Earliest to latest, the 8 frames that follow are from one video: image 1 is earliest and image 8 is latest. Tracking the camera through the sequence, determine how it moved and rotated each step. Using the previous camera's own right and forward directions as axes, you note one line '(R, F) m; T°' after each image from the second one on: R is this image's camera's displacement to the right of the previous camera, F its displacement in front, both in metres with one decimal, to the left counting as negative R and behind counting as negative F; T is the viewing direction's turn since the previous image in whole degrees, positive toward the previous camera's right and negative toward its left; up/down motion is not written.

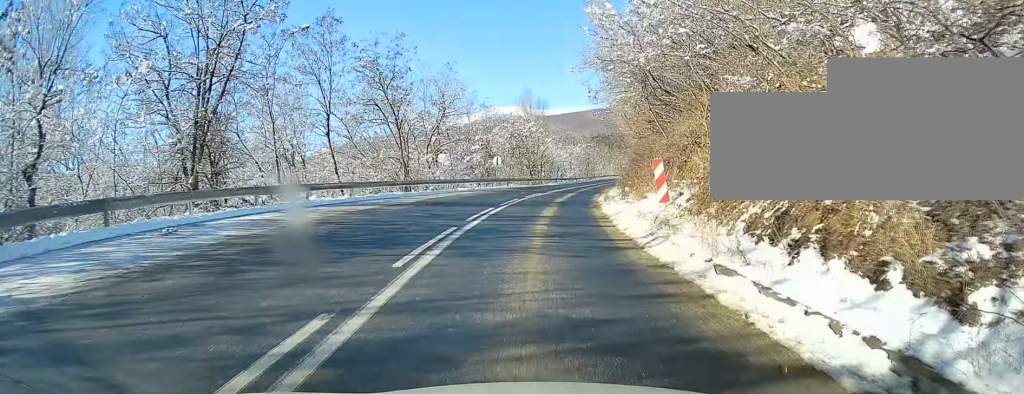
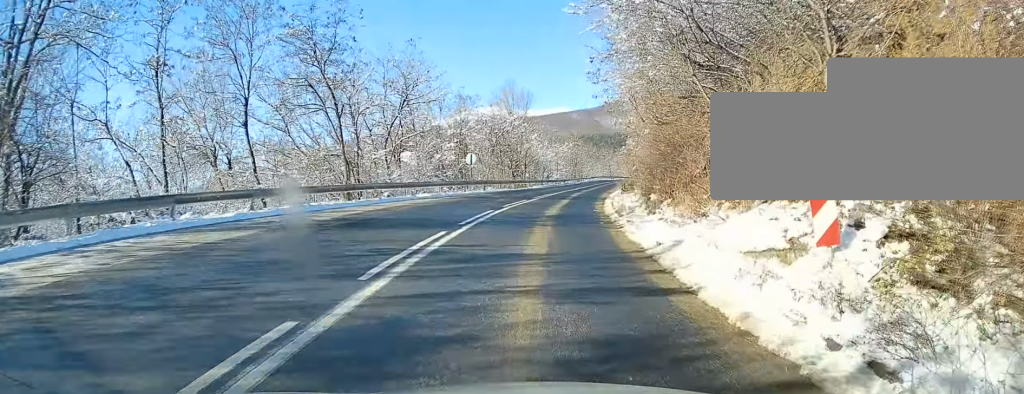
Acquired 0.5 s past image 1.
(+0.2, +9.2) m; +2°
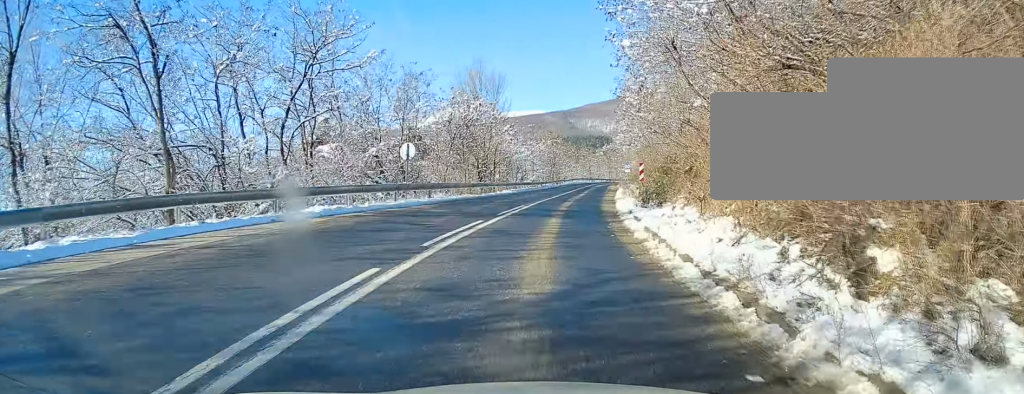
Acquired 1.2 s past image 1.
(+0.4, +13.5) m; +2°
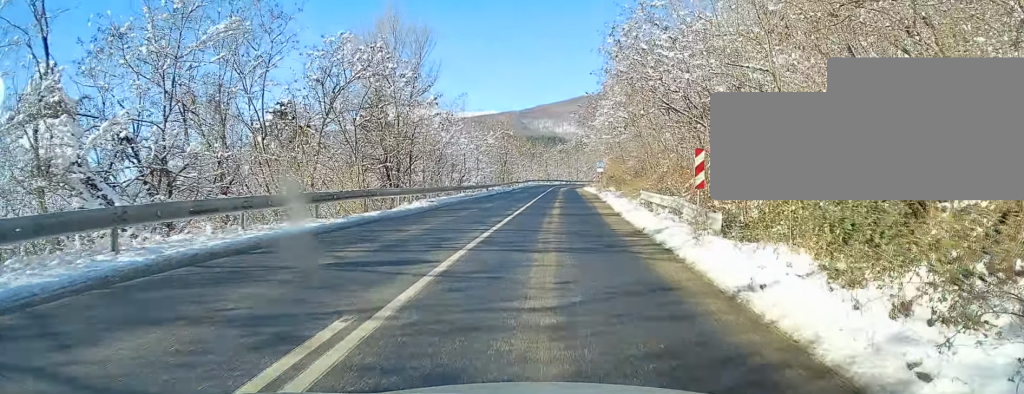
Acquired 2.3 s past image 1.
(+0.2, +20.3) m; +3°
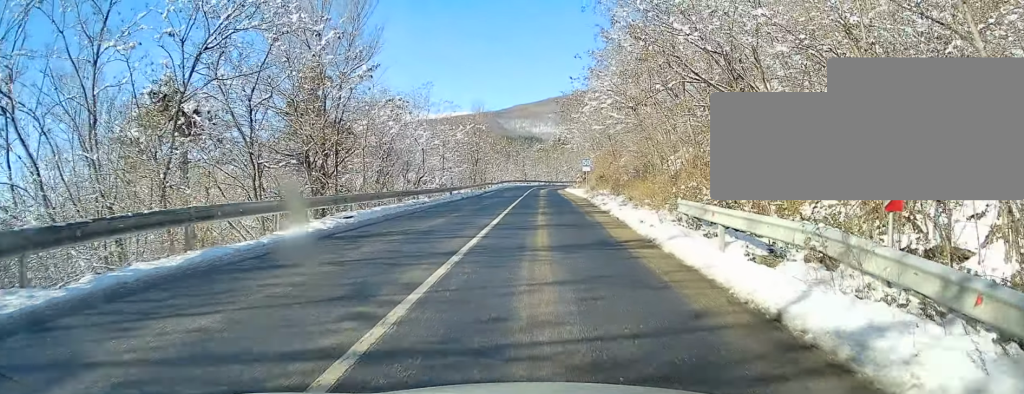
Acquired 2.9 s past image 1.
(+0.4, +9.9) m; +2°
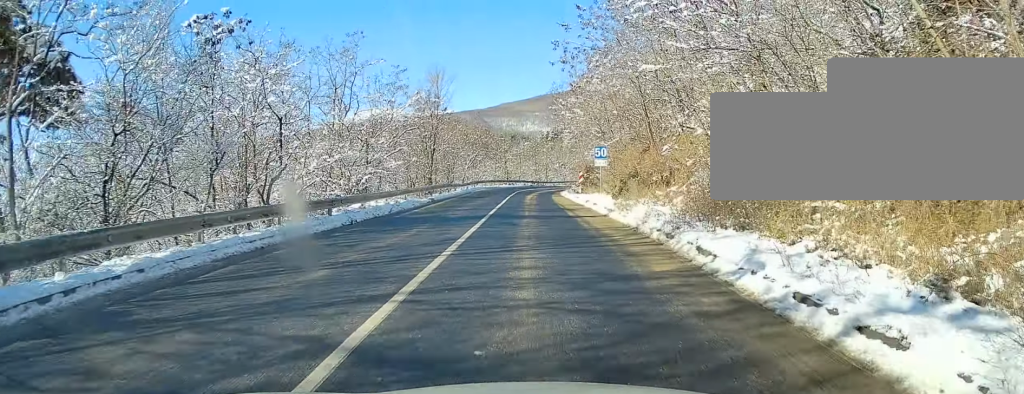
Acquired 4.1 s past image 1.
(+0.5, +22.7) m; +1°
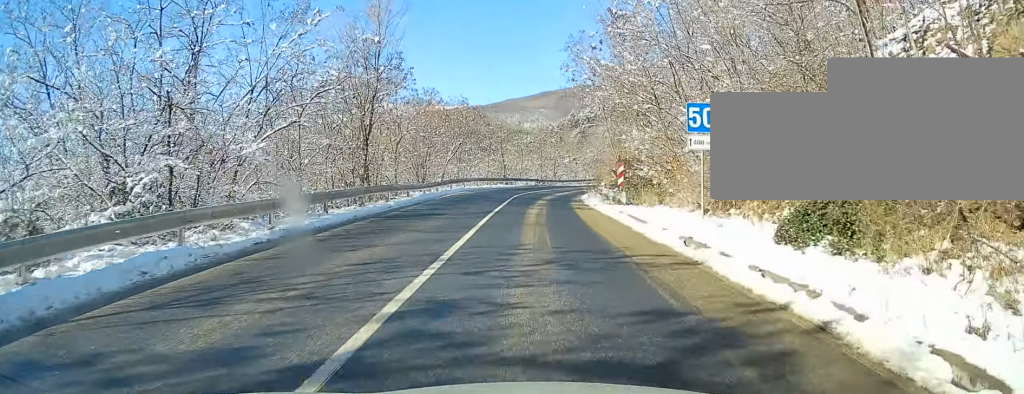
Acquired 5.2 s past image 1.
(+0.1, +20.6) m; +1°
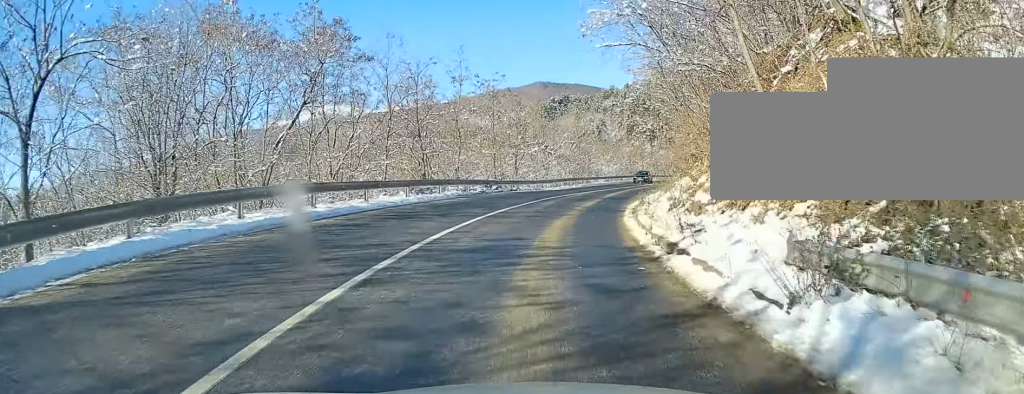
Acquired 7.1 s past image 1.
(+1.1, +31.9) m; +6°
